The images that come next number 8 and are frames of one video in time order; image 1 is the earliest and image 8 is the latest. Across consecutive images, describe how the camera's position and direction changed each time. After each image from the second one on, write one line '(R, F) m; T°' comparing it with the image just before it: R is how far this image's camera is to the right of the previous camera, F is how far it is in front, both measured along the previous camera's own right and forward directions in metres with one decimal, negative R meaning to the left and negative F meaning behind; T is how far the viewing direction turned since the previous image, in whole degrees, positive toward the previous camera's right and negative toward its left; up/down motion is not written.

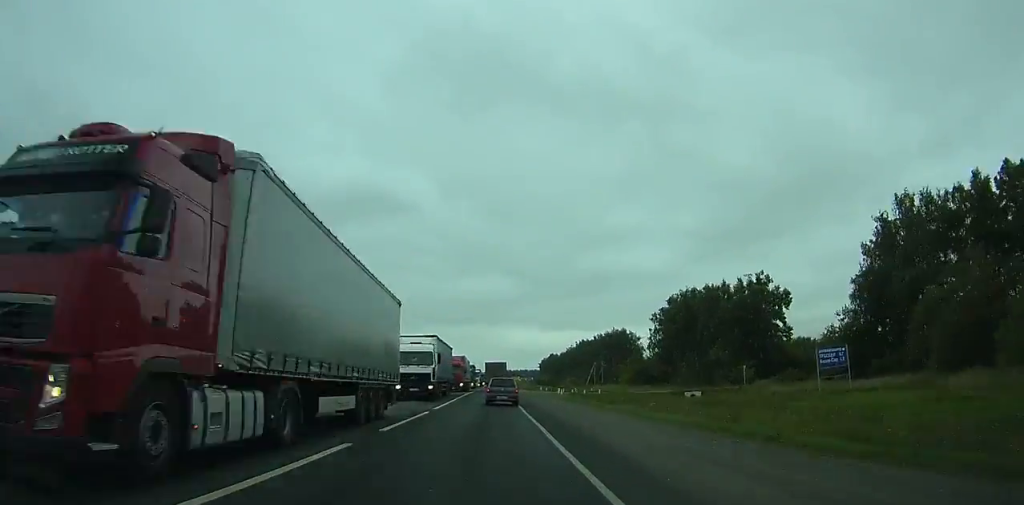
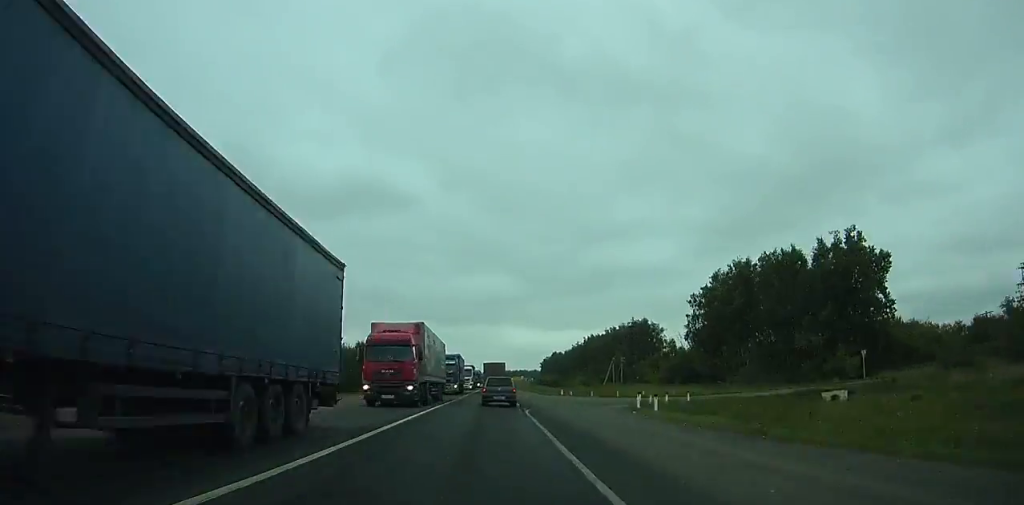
(0.0, +33.1) m; 0°
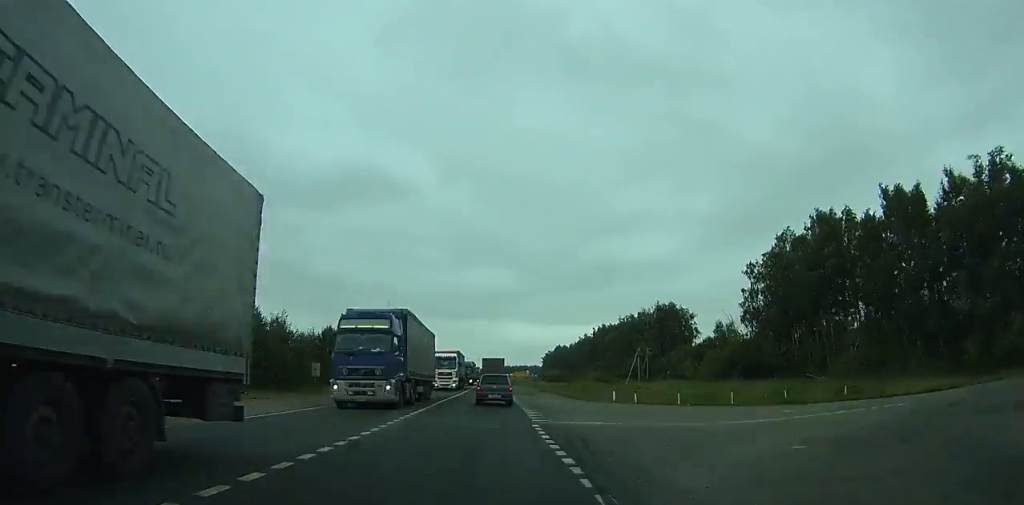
(0.0, +30.5) m; 0°
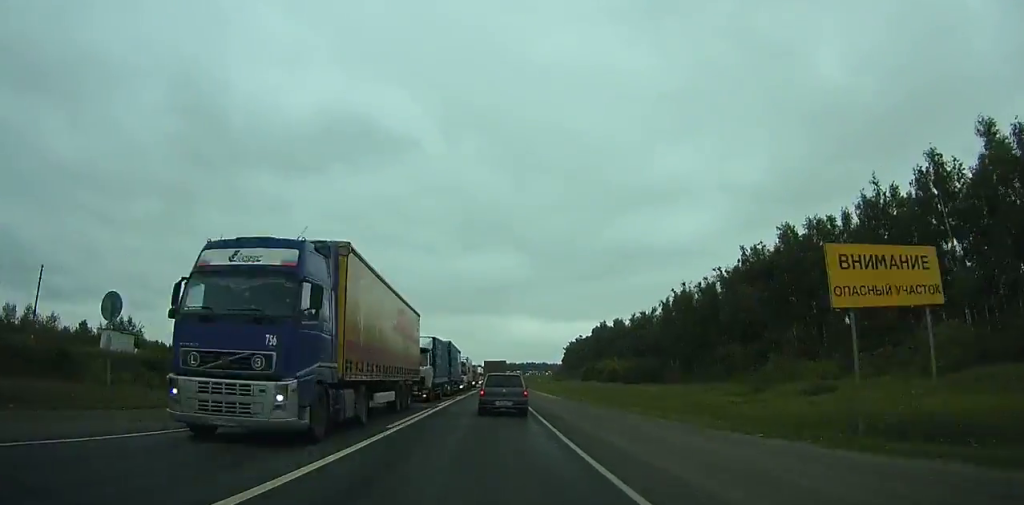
(+0.3, +153.2) m; 0°
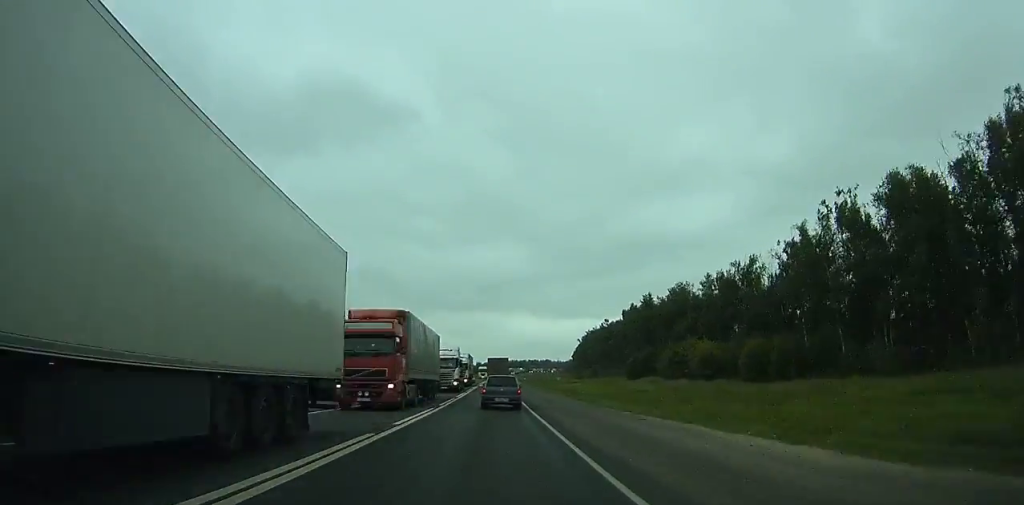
(-0.1, +71.3) m; 0°
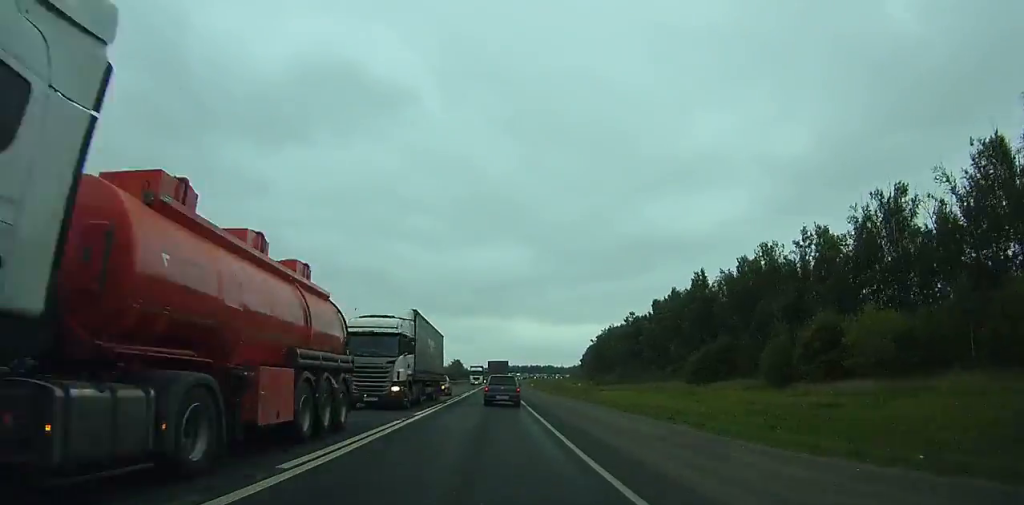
(+0.1, +44.3) m; 0°
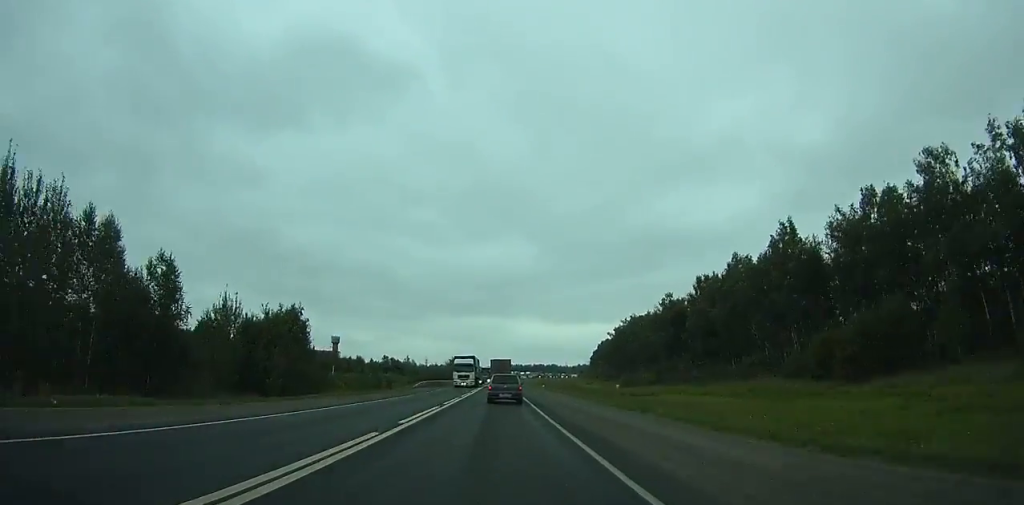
(+0.1, +39.1) m; 0°
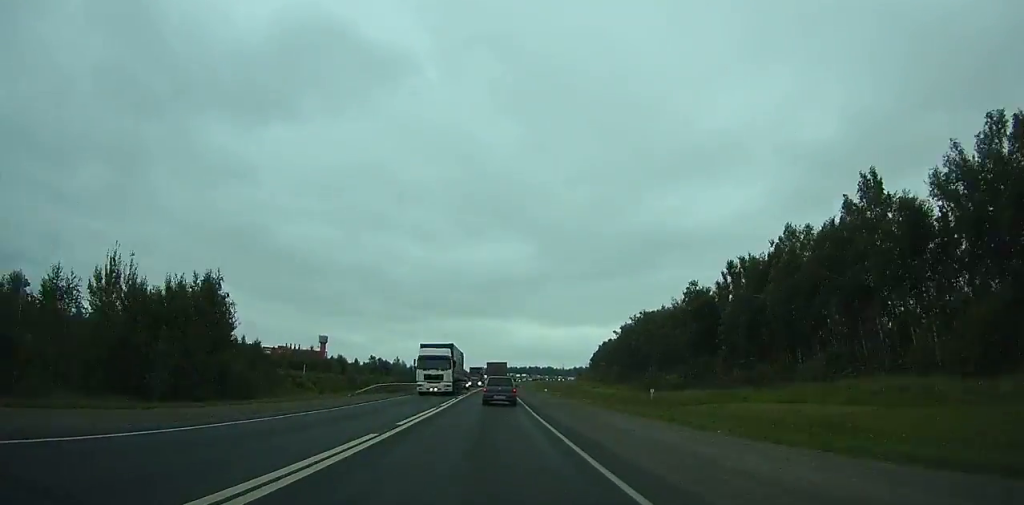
(+0.1, +22.7) m; 0°
